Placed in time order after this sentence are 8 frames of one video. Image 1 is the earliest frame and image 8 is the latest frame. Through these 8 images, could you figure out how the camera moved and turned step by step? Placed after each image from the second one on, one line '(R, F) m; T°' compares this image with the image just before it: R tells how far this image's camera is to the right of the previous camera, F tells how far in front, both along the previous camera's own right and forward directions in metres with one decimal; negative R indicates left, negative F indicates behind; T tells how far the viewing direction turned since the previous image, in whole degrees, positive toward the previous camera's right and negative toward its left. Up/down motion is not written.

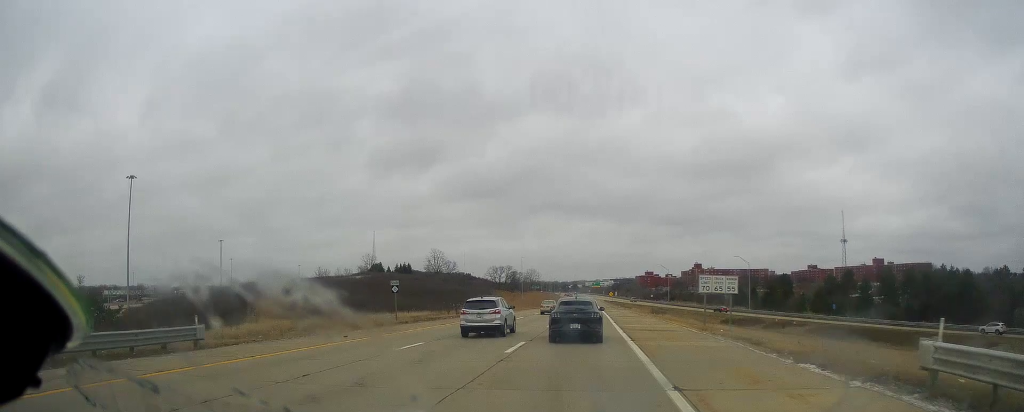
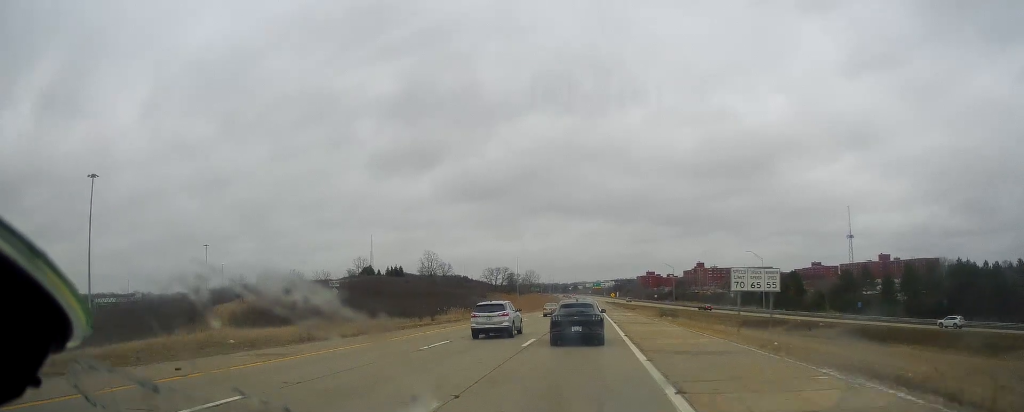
(+0.1, +11.9) m; 0°
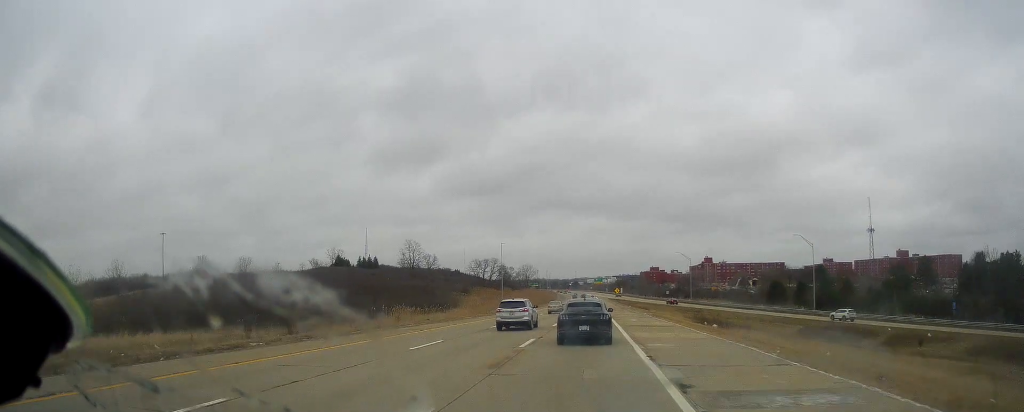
(0.0, +31.5) m; 0°
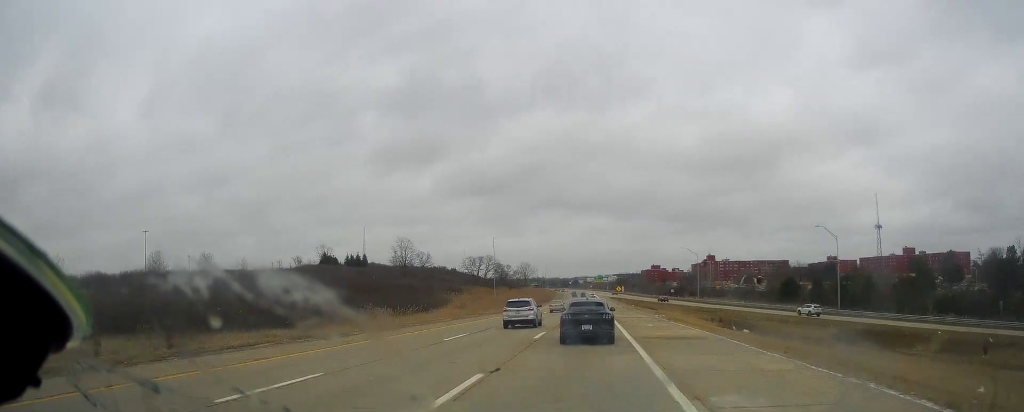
(0.0, +11.0) m; 0°
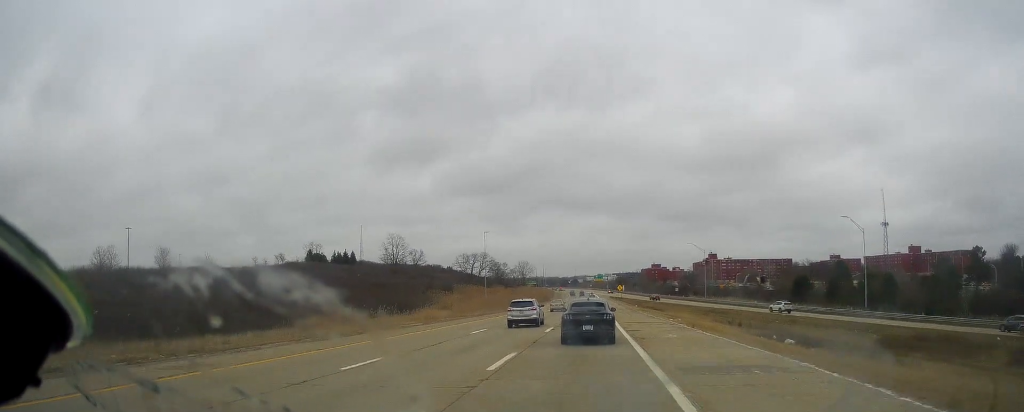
(0.0, +10.2) m; 0°
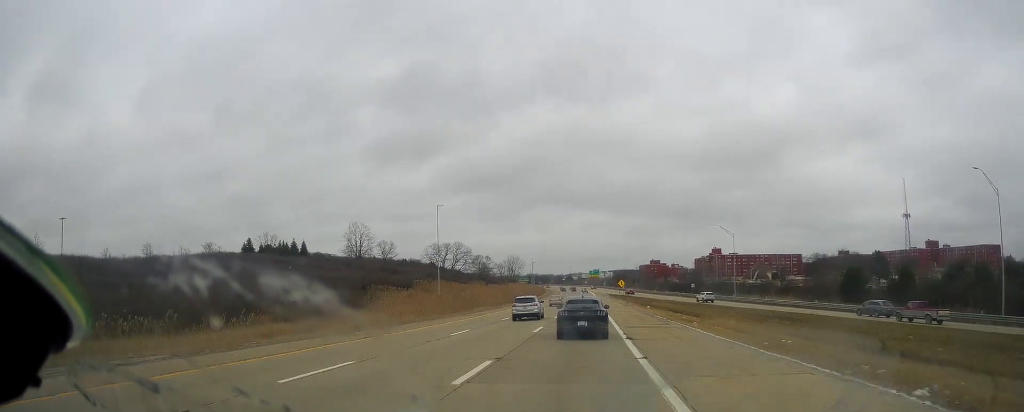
(0.0, +33.2) m; 0°
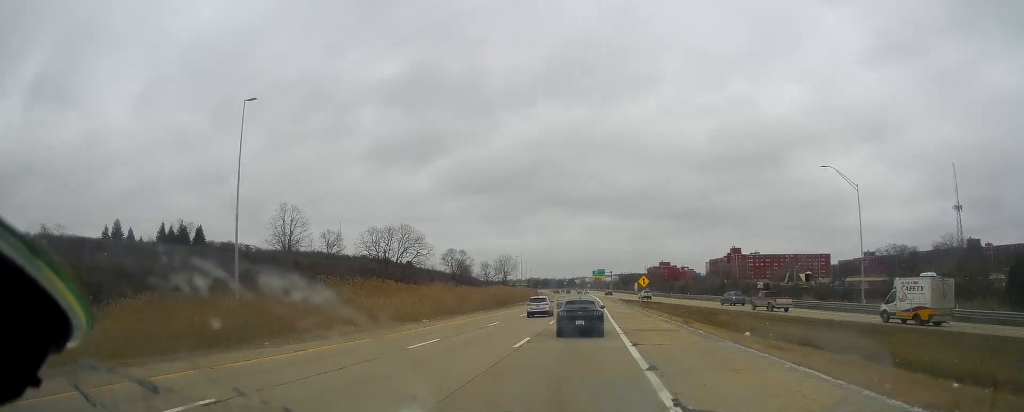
(0.0, +52.2) m; -1°
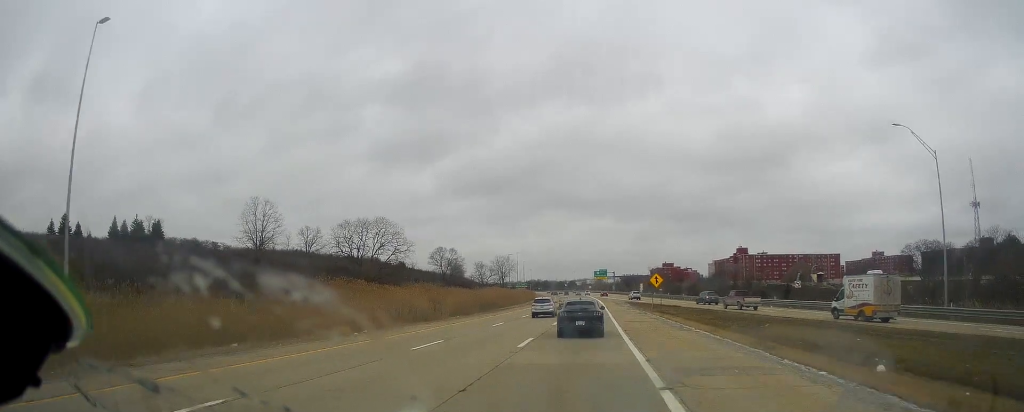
(-0.2, +15.0) m; 0°
